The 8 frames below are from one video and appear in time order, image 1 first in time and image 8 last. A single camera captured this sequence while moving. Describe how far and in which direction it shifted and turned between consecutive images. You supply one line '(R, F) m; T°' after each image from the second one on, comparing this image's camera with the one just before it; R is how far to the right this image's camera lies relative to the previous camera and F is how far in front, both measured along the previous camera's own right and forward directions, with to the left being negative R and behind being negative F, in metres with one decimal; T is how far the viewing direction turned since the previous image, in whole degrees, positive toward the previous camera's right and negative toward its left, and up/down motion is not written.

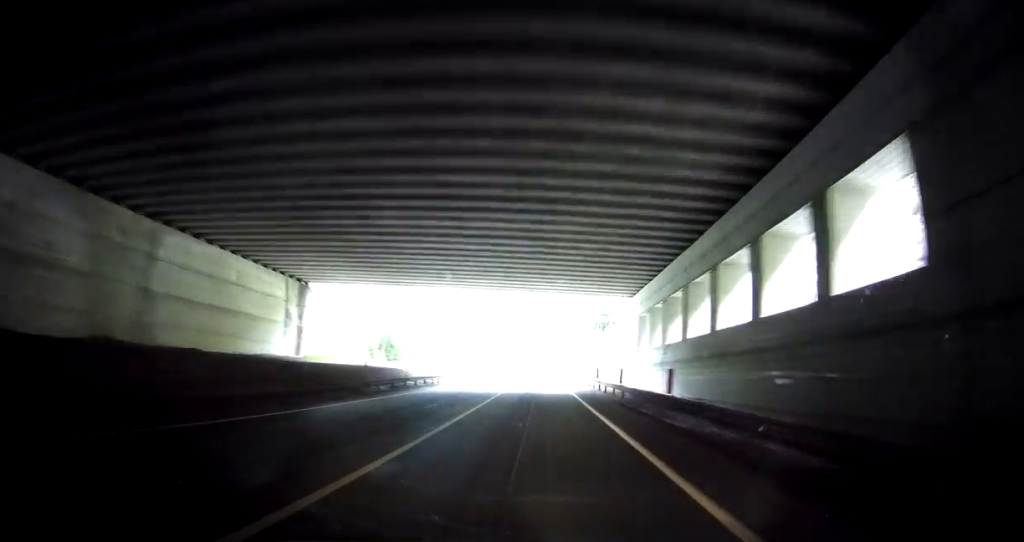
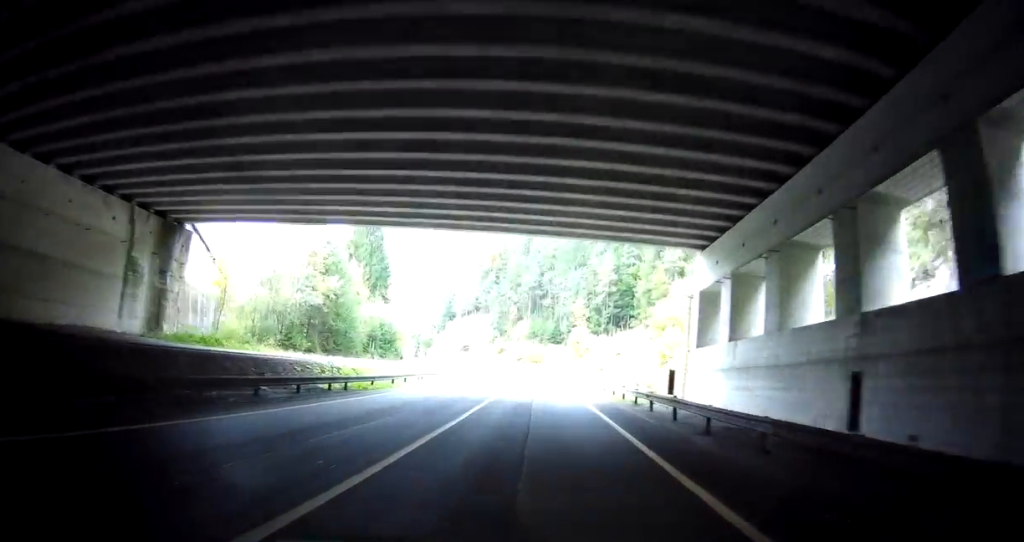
(0.0, +22.0) m; 0°
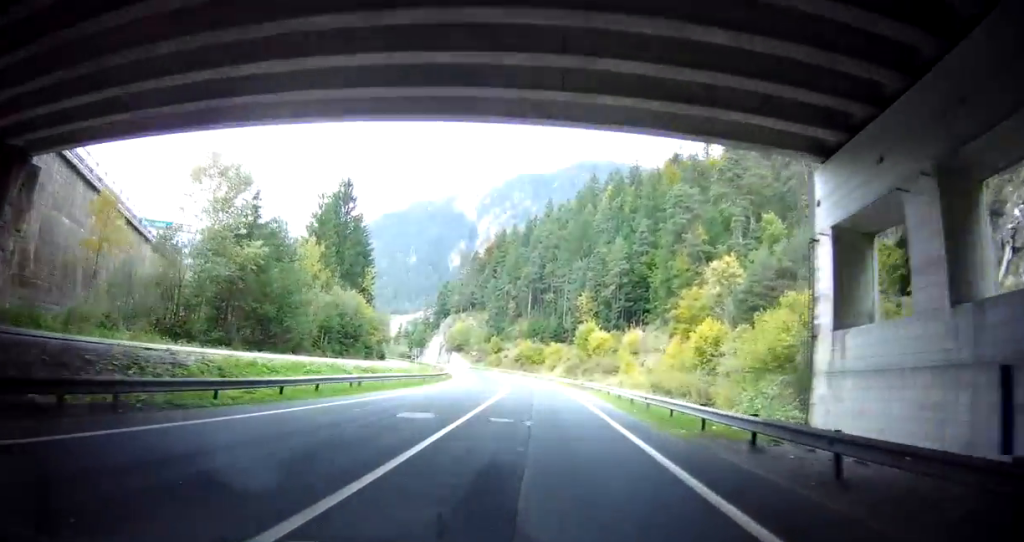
(0.0, +13.7) m; 0°
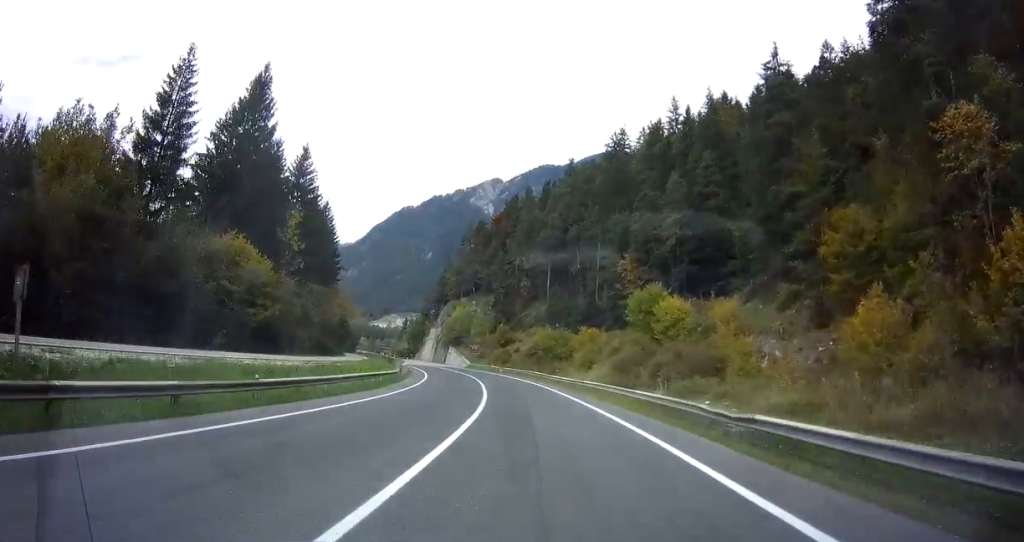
(-0.2, +33.3) m; -3°
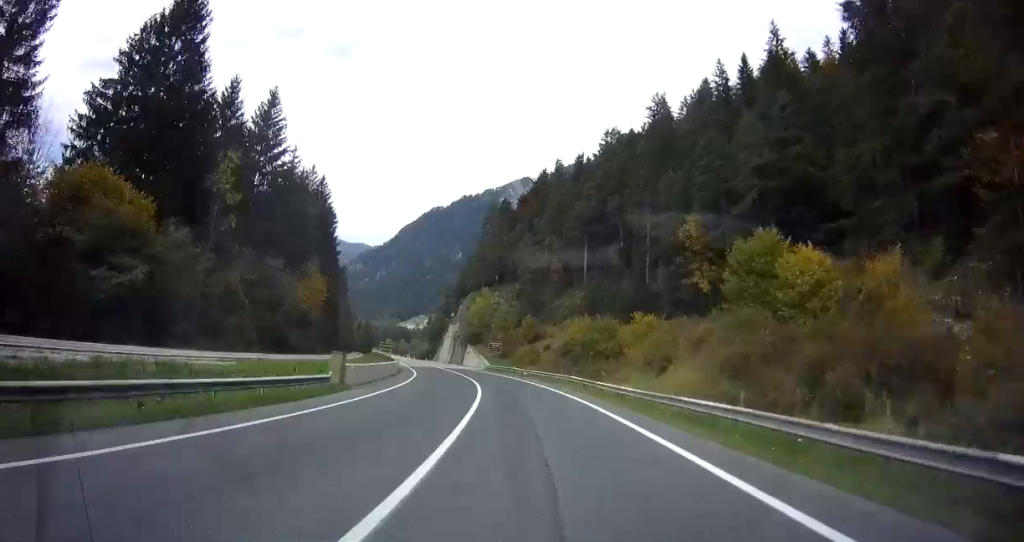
(-0.1, +18.2) m; -7°
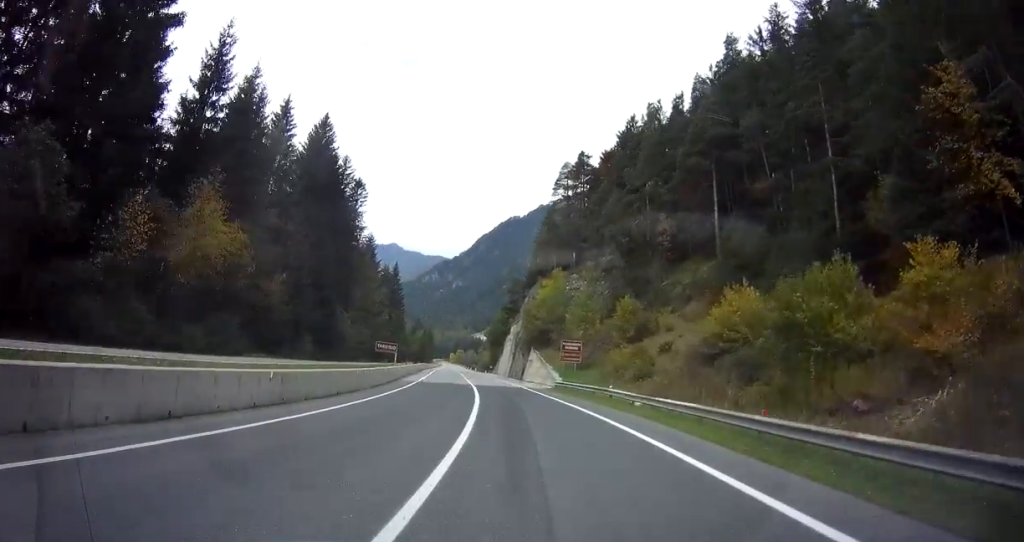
(-3.9, +29.9) m; -9°
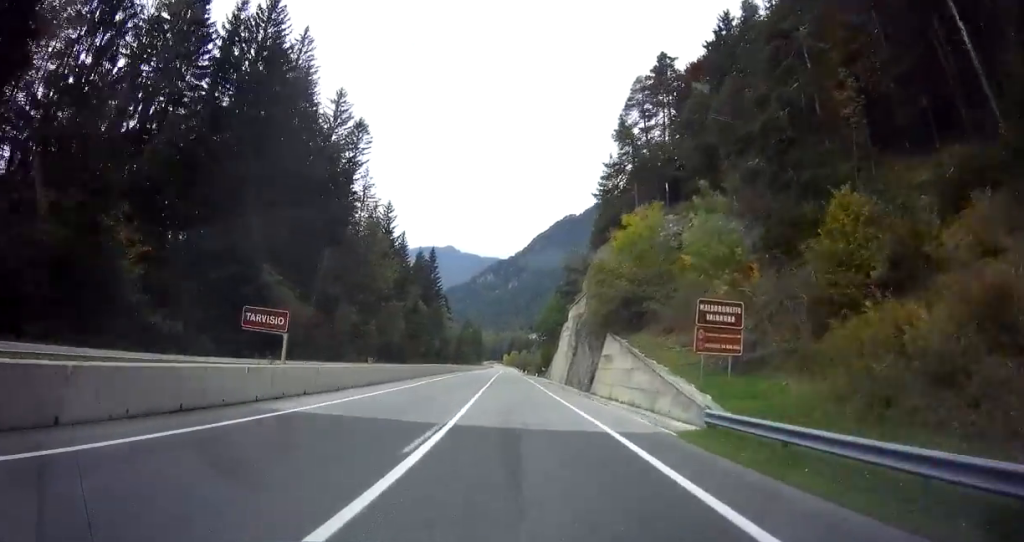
(-0.6, +27.4) m; -3°
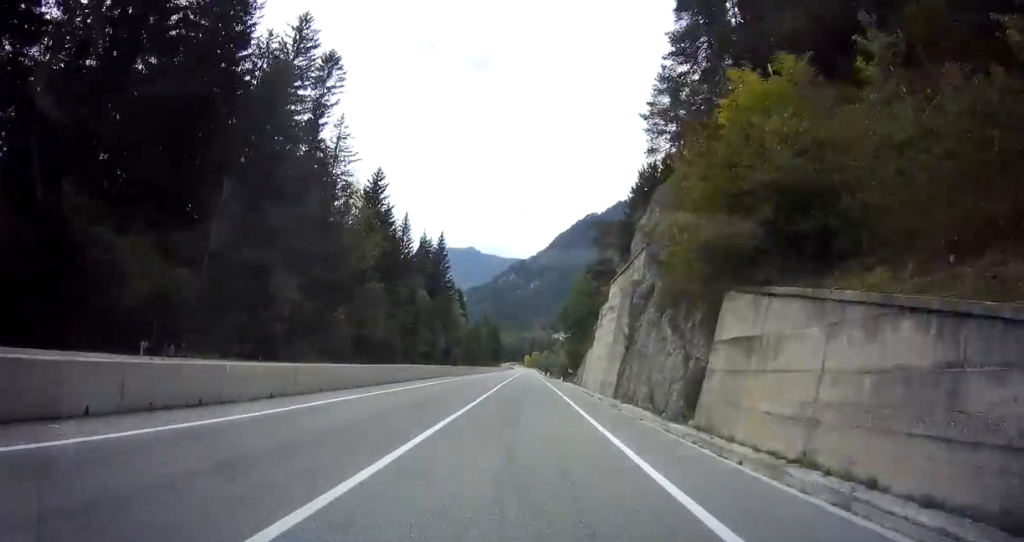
(-0.5, +19.6) m; -2°
